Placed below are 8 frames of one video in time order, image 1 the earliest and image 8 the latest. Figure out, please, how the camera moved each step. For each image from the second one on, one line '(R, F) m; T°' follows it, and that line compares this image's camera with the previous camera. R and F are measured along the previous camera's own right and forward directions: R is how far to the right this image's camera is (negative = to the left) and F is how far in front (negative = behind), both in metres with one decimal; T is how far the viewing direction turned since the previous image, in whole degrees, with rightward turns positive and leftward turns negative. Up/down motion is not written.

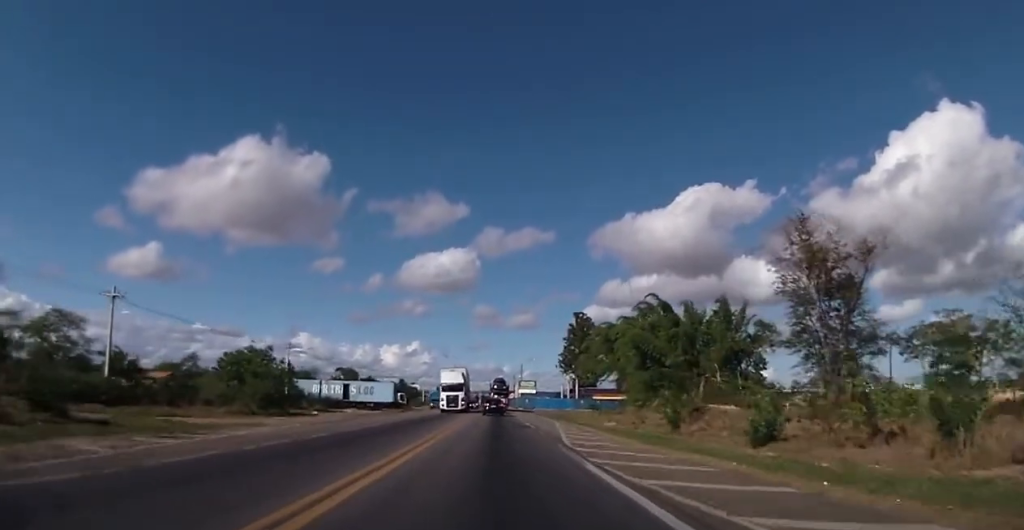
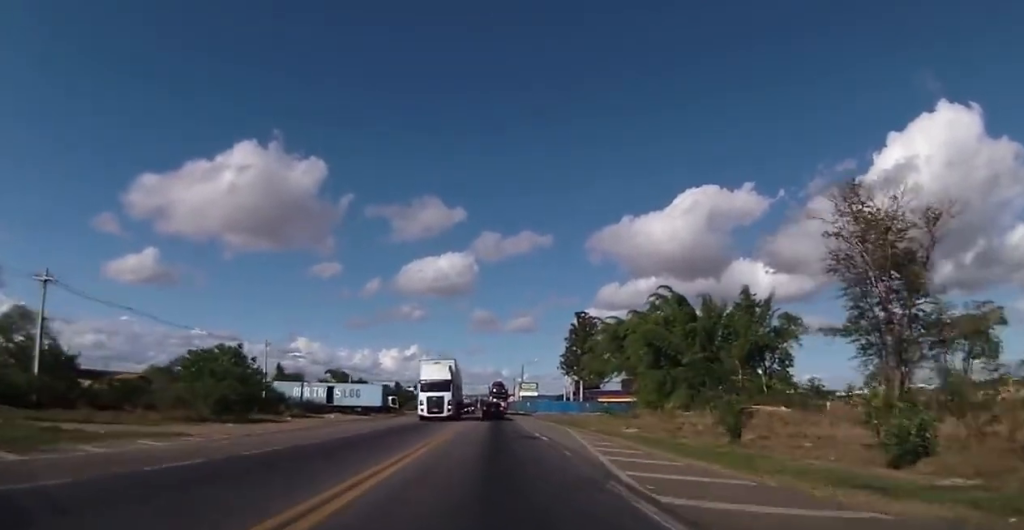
(+0.1, +9.4) m; +1°
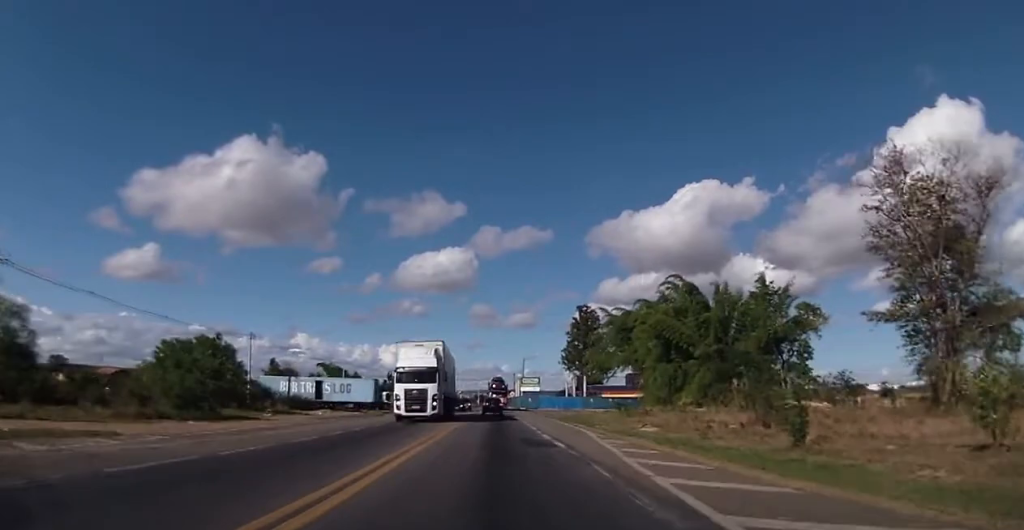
(+0.2, +5.8) m; 0°
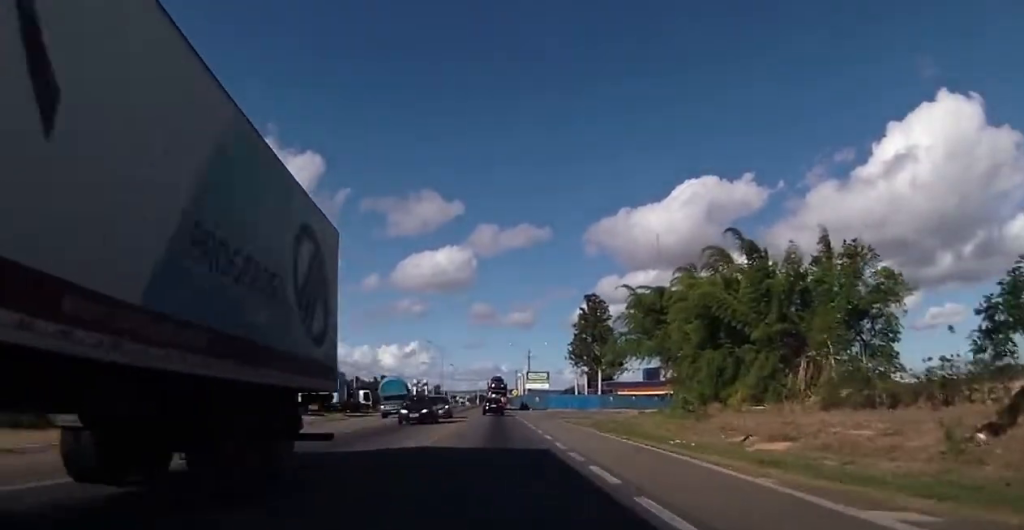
(-0.1, +19.9) m; +1°
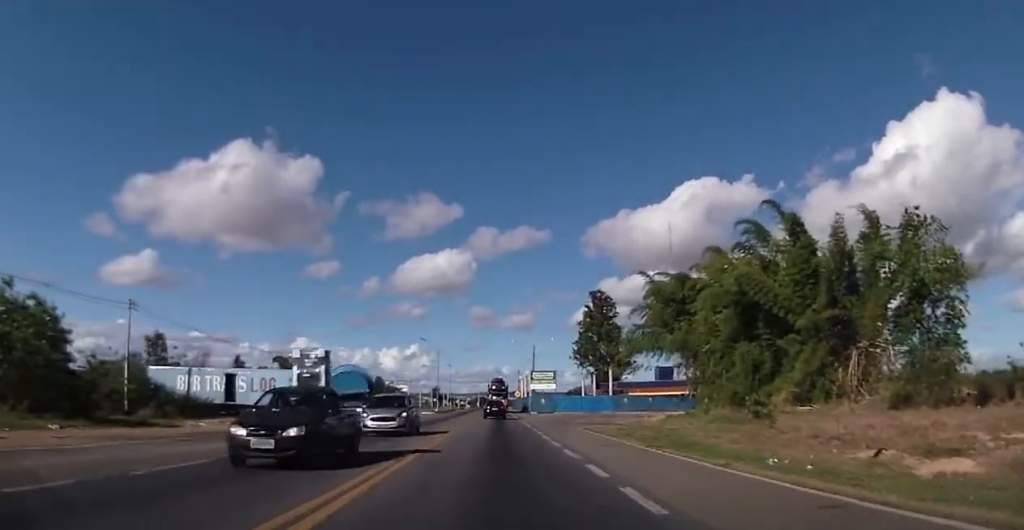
(0.0, +10.5) m; -1°
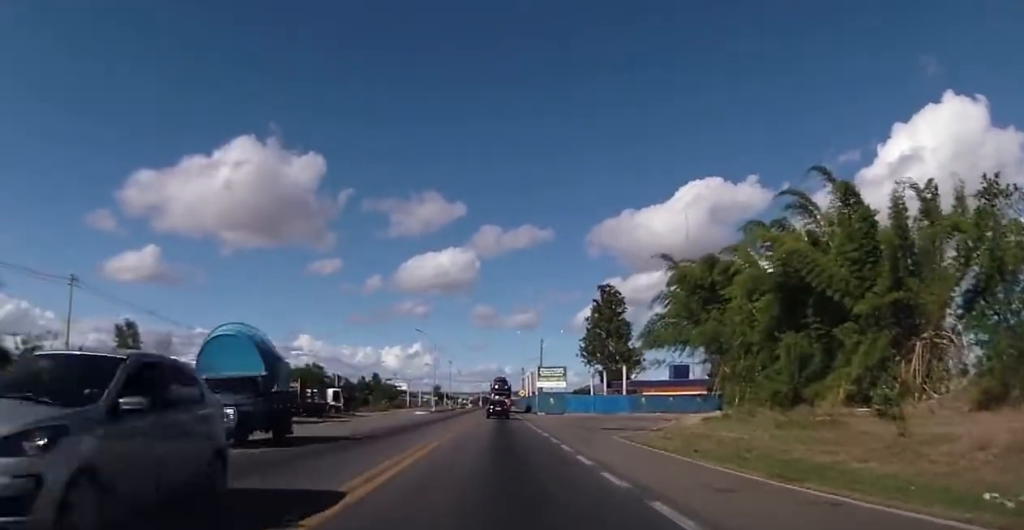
(-0.2, +9.5) m; -1°
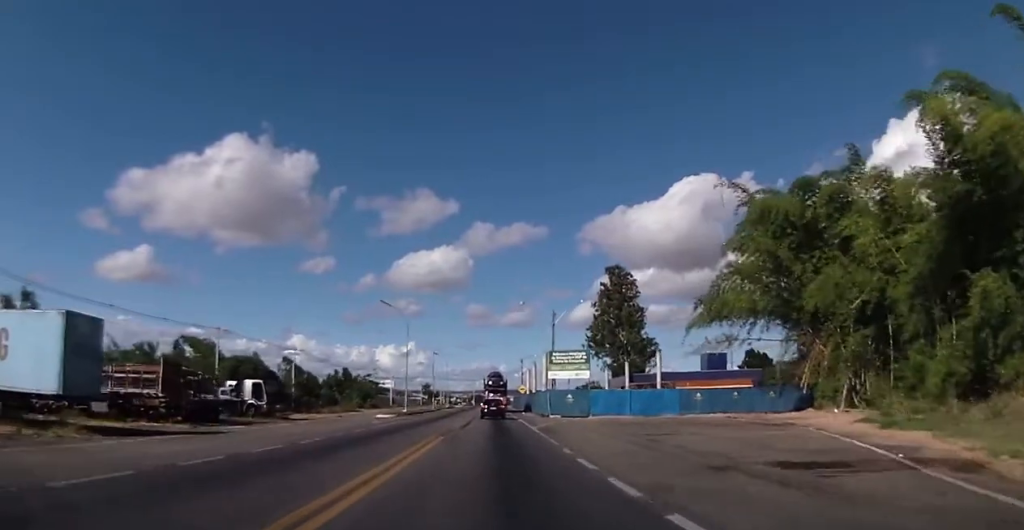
(+0.3, +24.1) m; +2°
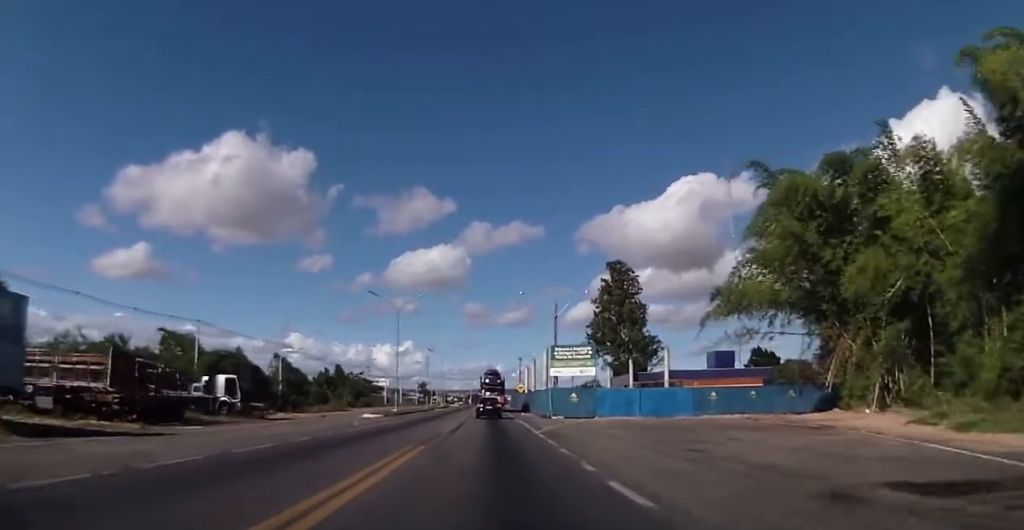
(0.0, +4.9) m; 0°
